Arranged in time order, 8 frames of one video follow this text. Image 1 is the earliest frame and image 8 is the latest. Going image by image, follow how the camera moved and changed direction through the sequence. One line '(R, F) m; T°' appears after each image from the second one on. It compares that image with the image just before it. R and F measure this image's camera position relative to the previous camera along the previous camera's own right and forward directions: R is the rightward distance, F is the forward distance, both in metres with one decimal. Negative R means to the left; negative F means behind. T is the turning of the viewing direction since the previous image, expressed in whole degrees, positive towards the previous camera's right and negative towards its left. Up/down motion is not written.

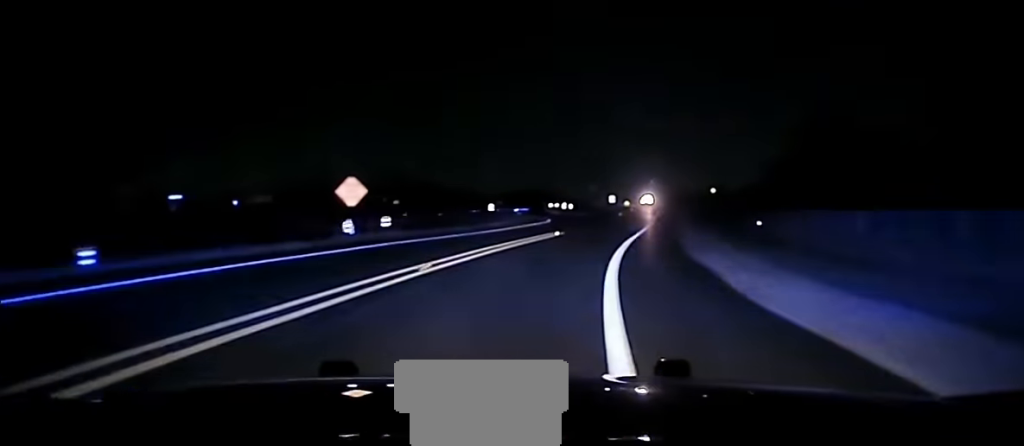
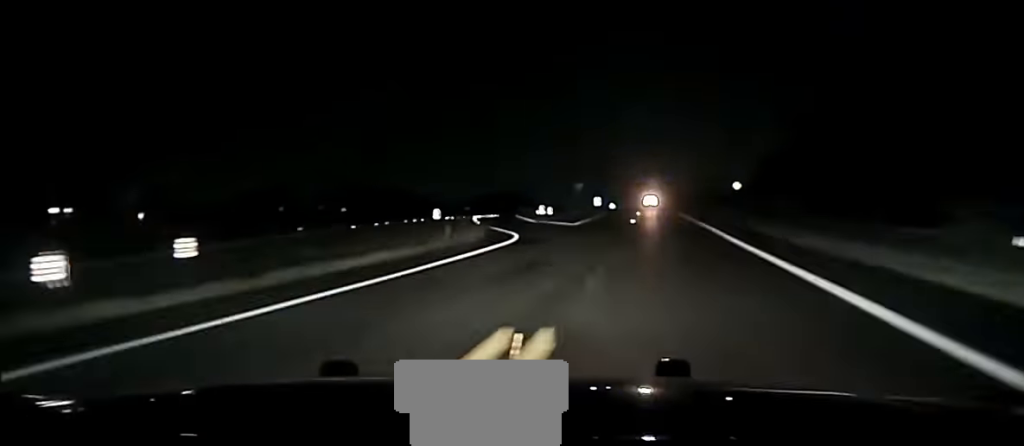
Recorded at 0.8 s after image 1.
(+0.1, +35.0) m; 0°
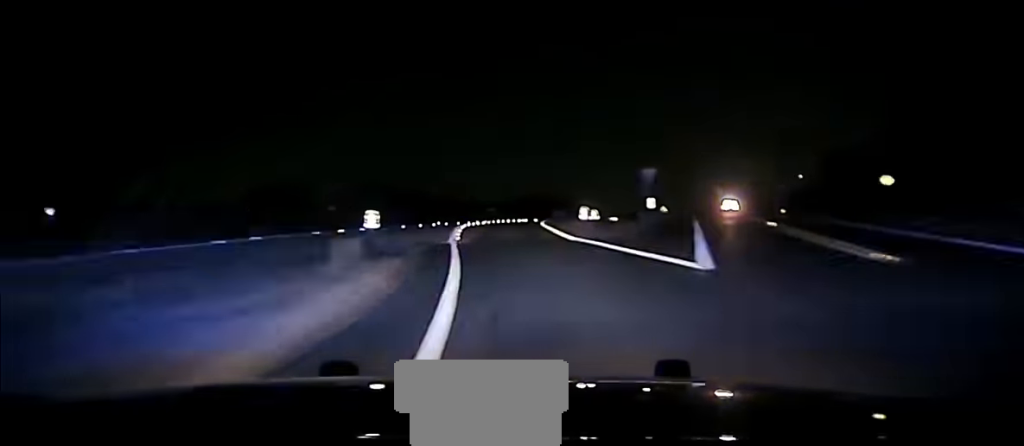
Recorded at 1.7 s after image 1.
(+0.3, +40.5) m; 0°
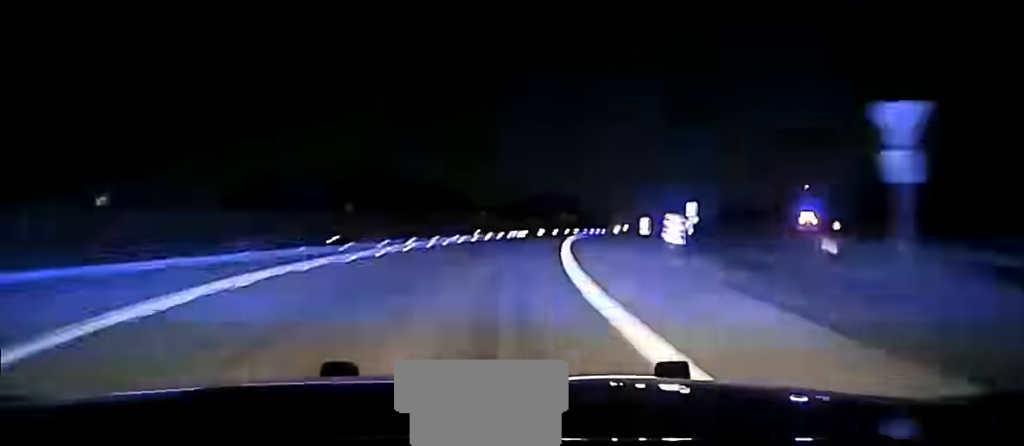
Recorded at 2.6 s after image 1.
(-1.1, +39.4) m; +1°
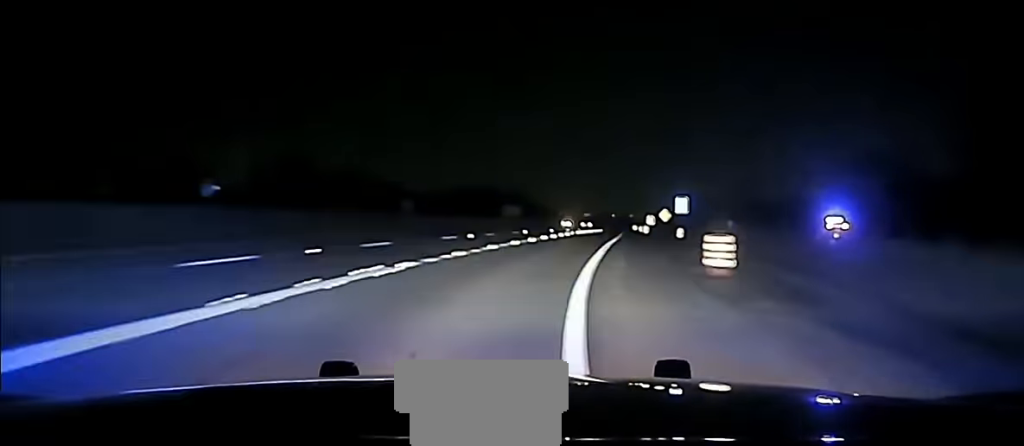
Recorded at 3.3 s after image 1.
(+1.2, +31.7) m; +3°
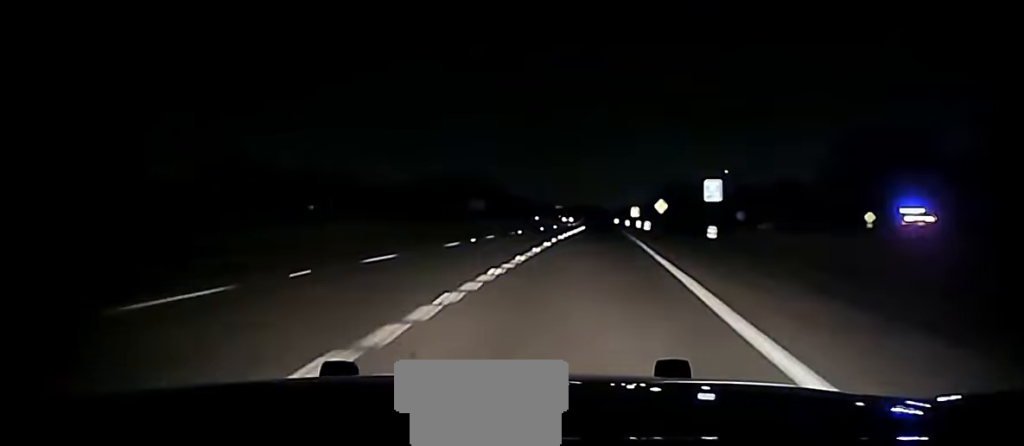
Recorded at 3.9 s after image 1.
(+0.7, +30.5) m; +1°
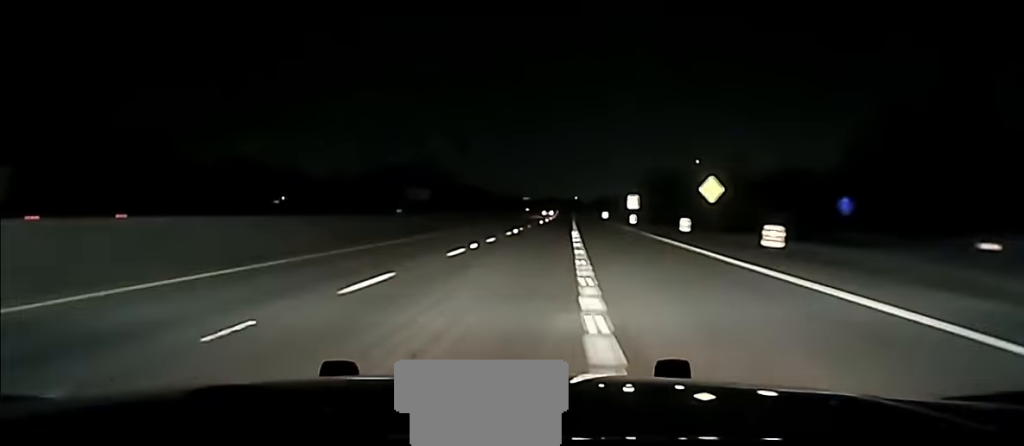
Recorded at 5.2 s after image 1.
(+1.0, +57.6) m; +2°
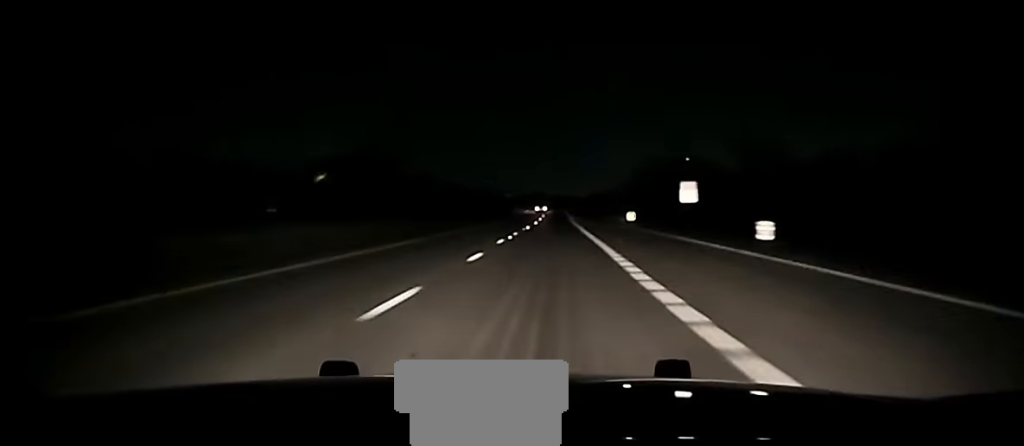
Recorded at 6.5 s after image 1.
(+0.4, +62.7) m; 0°
